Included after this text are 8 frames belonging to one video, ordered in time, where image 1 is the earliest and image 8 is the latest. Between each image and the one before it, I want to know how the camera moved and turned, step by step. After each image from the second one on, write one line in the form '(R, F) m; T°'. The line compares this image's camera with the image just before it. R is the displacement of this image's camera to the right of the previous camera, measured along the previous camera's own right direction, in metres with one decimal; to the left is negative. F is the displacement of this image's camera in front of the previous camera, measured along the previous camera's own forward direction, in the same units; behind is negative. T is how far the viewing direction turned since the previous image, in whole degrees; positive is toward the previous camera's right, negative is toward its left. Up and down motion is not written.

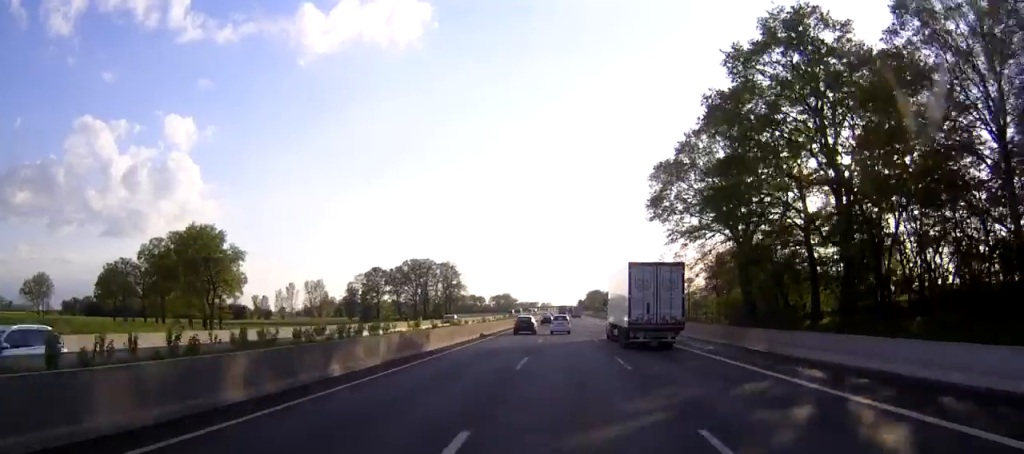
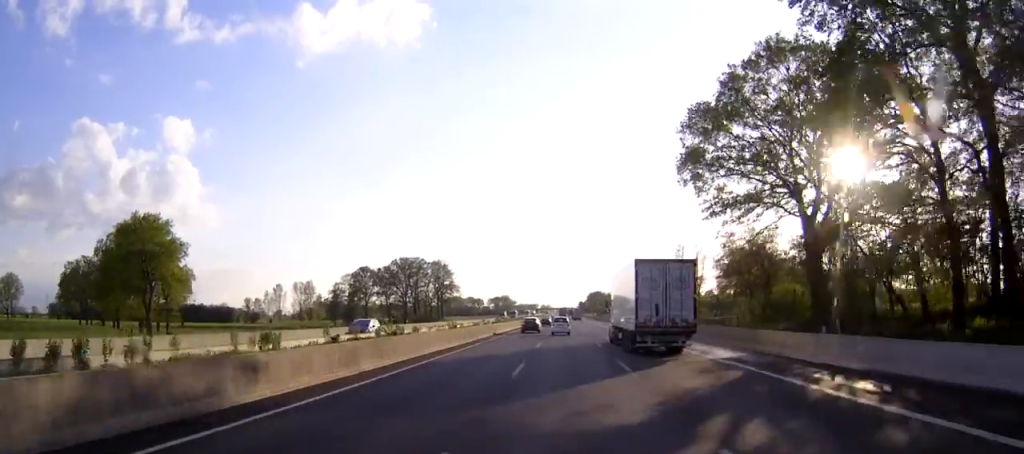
(0.0, +19.5) m; 0°
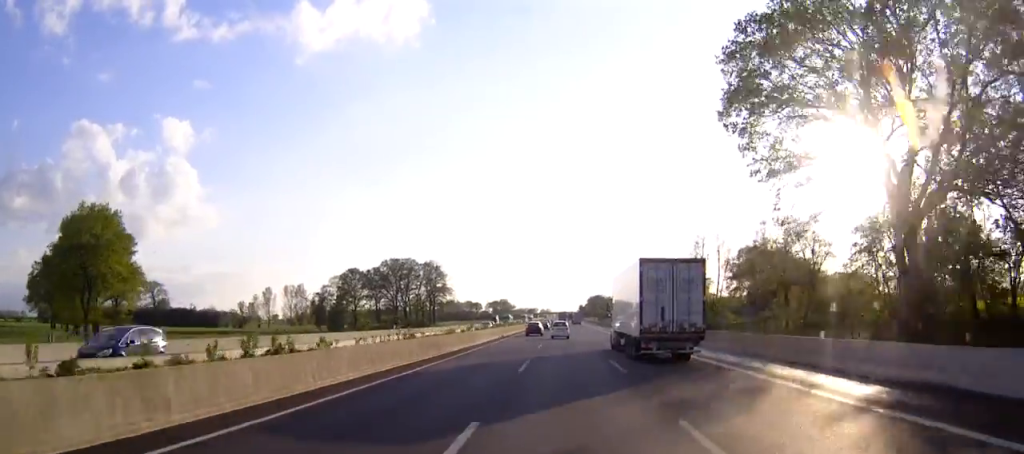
(0.0, +14.6) m; 0°
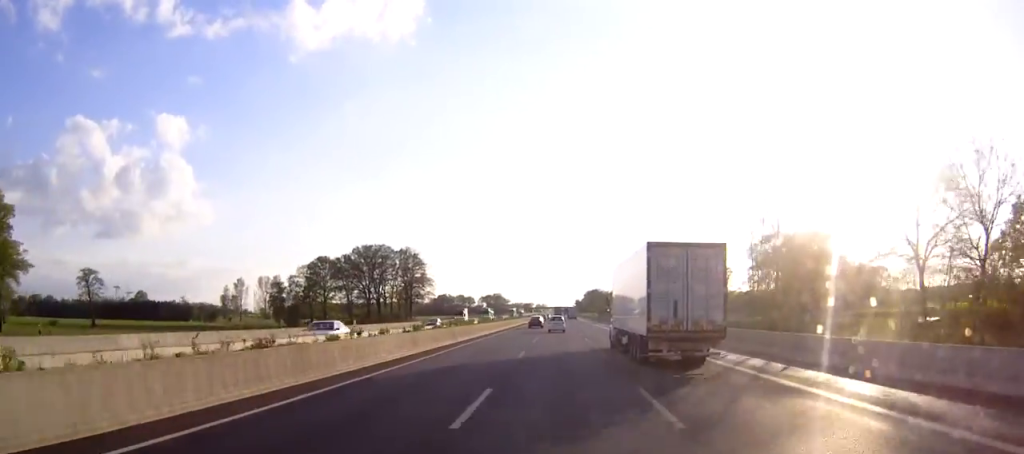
(0.0, +31.3) m; 0°
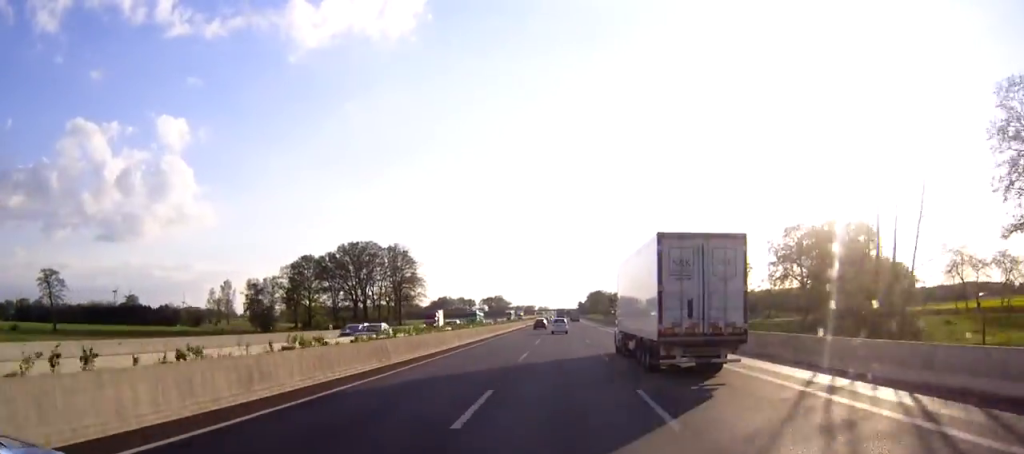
(0.0, +17.6) m; 0°
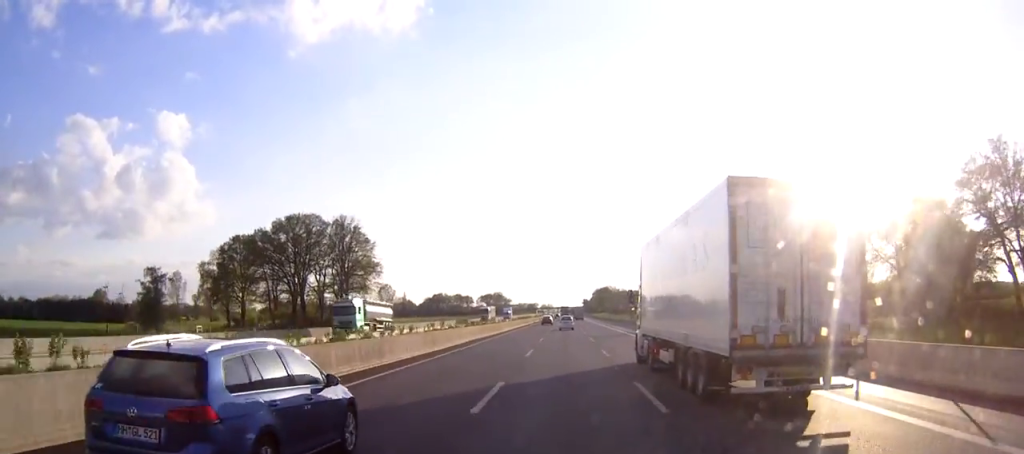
(0.0, +52.1) m; 0°
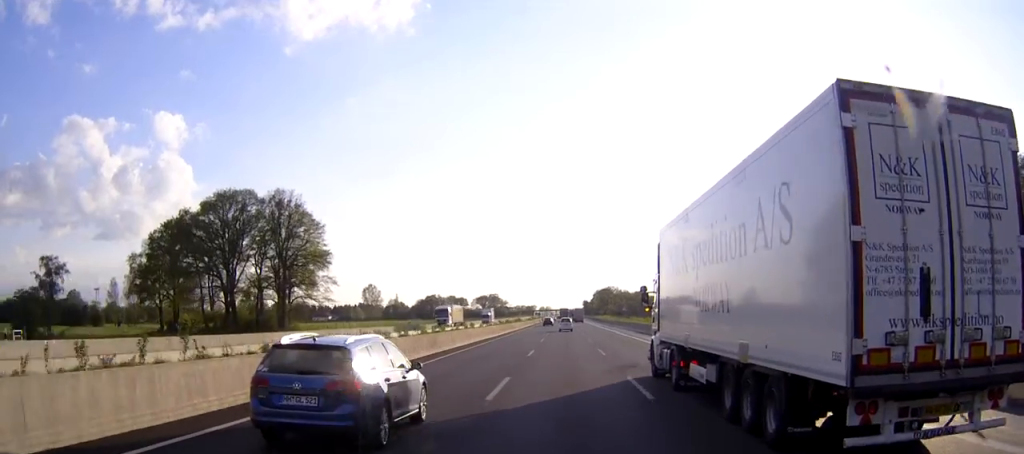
(0.0, +33.4) m; 0°
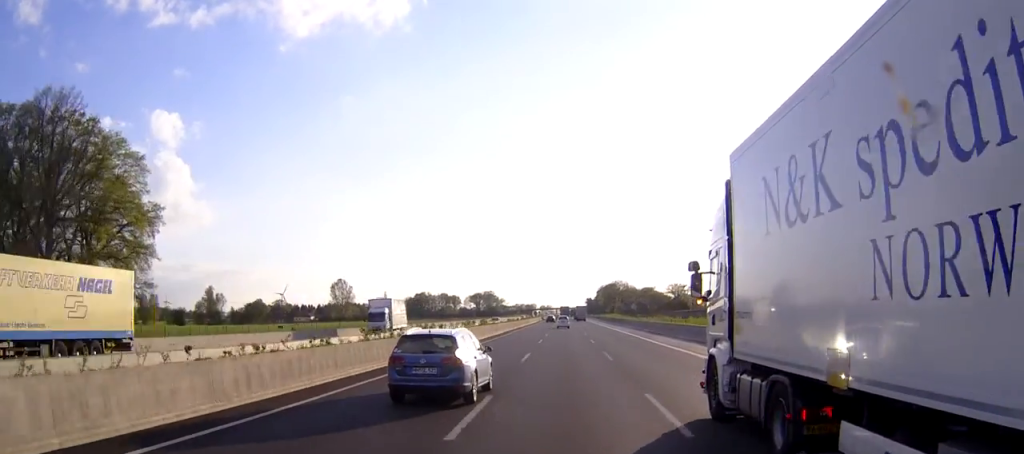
(-0.1, +59.0) m; 0°
